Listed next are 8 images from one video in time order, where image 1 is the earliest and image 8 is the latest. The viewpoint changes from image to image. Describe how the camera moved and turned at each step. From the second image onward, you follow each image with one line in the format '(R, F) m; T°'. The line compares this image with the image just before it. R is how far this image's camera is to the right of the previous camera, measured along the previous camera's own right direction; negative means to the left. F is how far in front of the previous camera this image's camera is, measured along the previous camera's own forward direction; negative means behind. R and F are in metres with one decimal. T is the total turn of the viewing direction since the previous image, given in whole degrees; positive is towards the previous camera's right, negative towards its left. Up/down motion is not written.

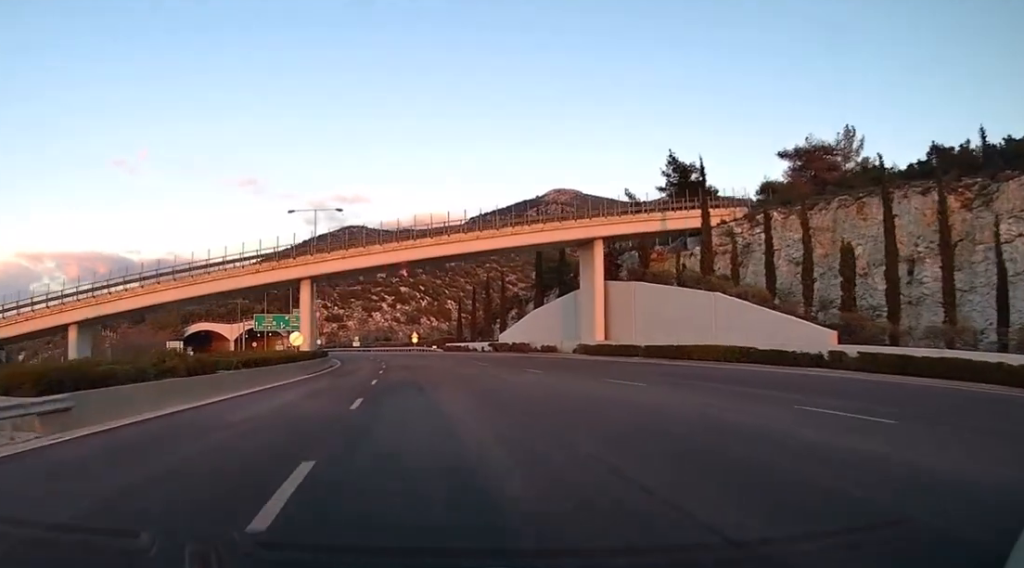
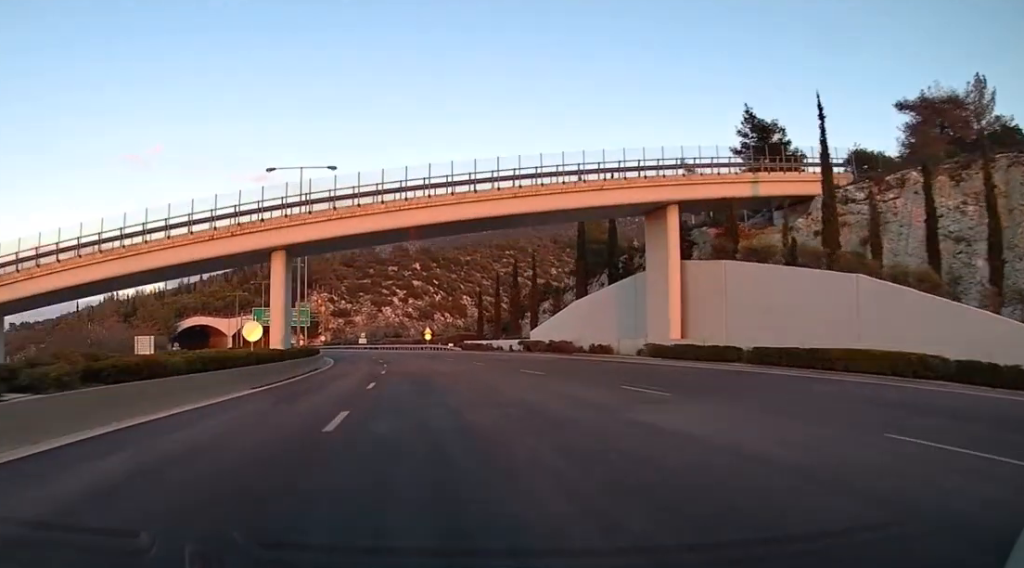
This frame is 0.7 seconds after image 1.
(-0.2, +16.3) m; -1°
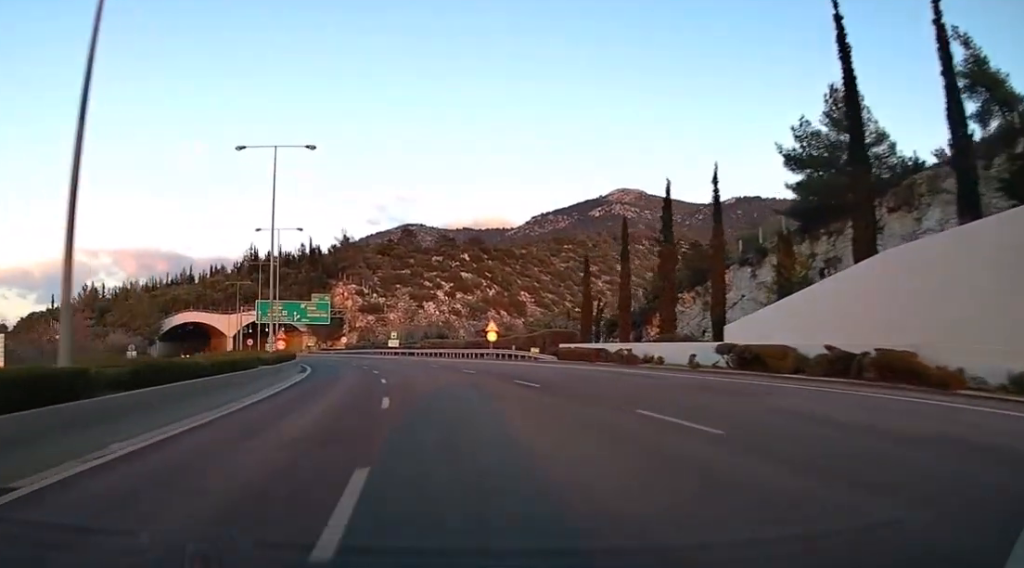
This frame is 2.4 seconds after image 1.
(-0.6, +42.9) m; -2°
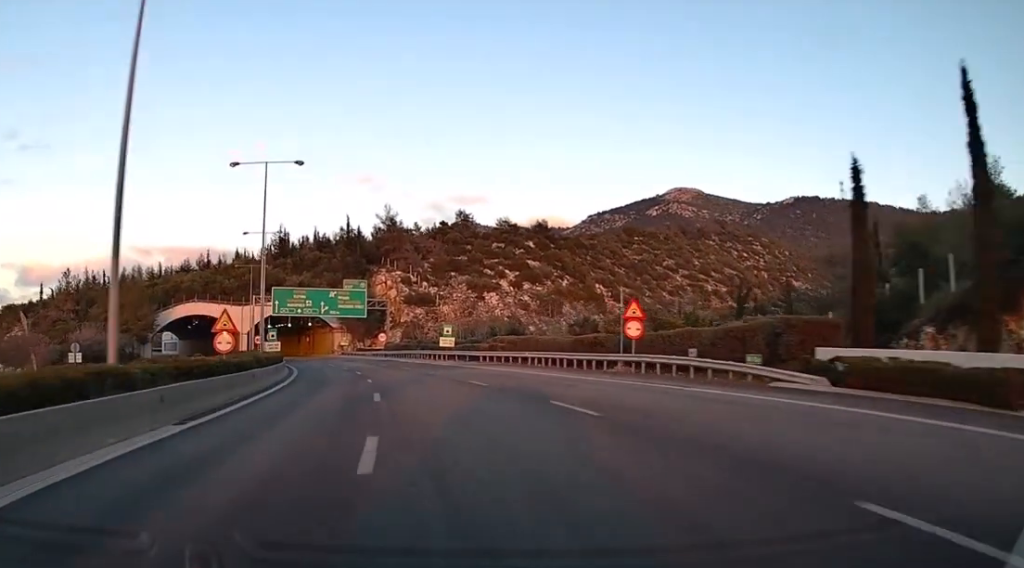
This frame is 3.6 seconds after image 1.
(-1.0, +31.2) m; -3°
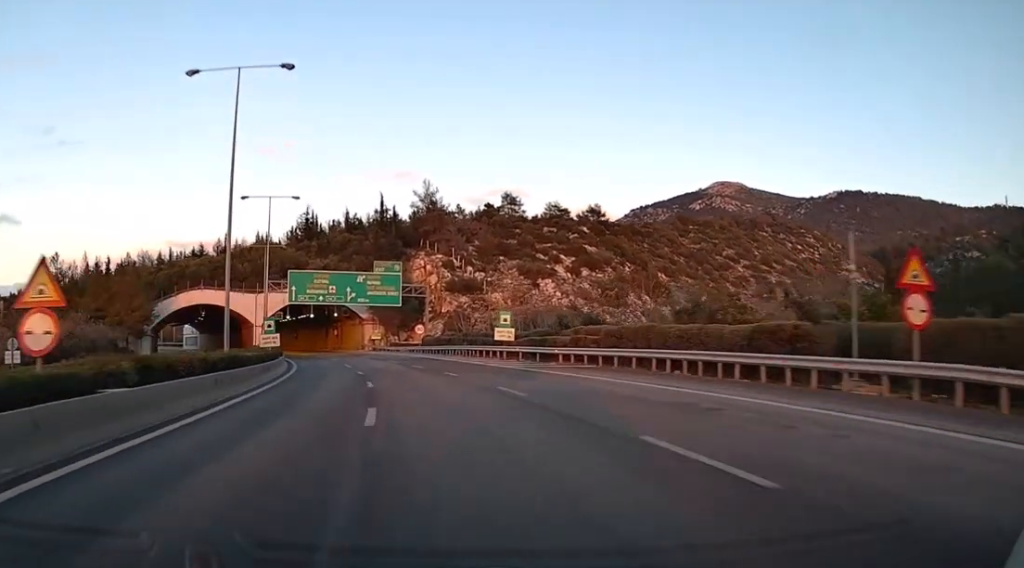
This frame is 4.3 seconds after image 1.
(-0.1, +18.4) m; -2°
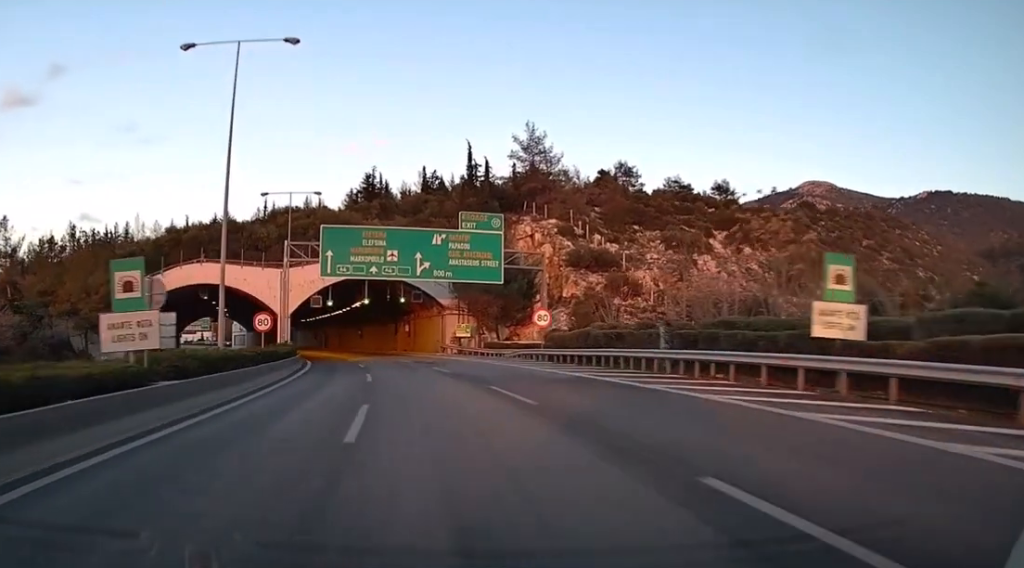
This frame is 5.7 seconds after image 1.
(-1.8, +37.4) m; -6°
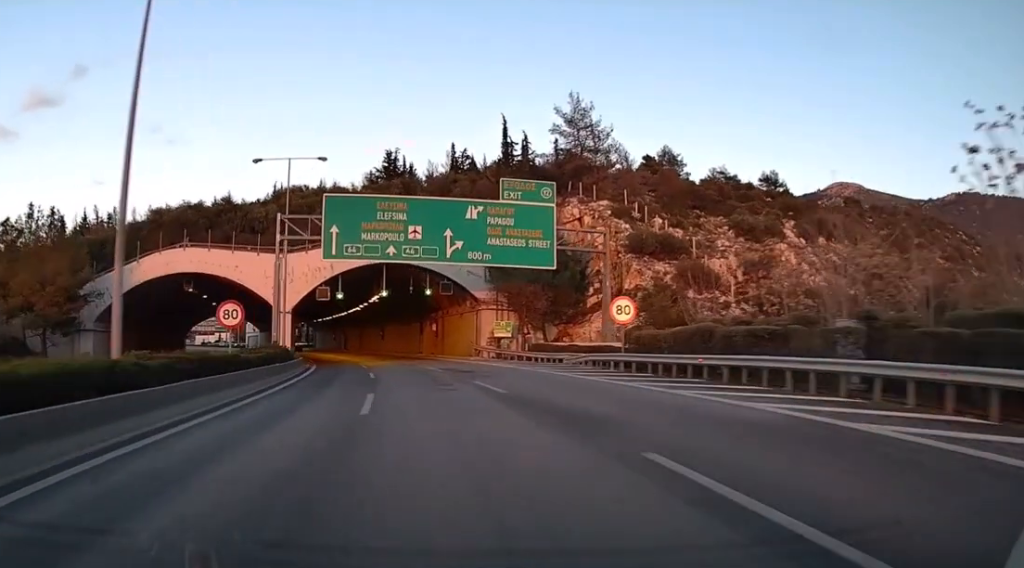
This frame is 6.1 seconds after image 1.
(-0.1, +12.7) m; -2°
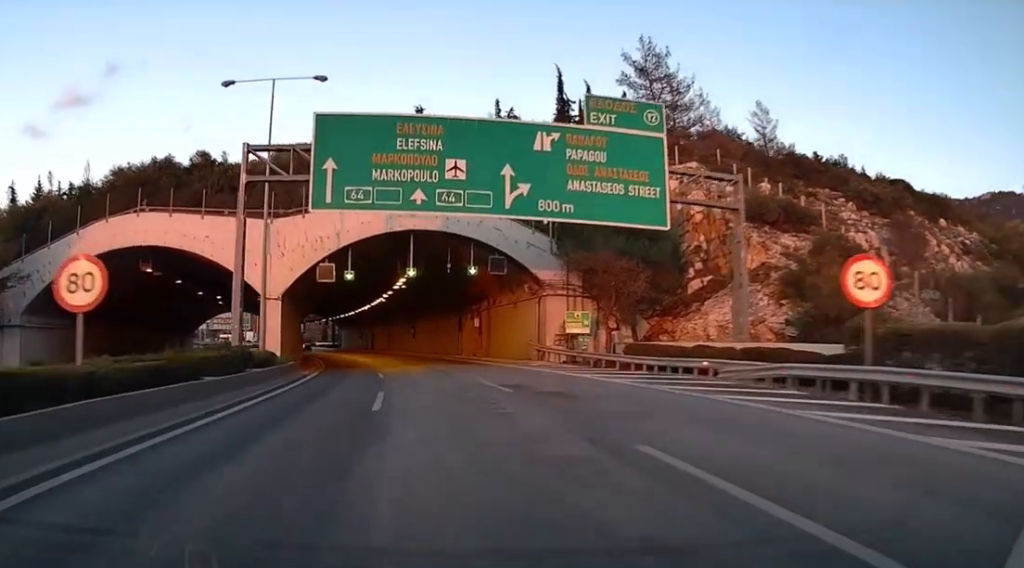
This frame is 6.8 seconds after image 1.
(-0.5, +17.8) m; -2°
